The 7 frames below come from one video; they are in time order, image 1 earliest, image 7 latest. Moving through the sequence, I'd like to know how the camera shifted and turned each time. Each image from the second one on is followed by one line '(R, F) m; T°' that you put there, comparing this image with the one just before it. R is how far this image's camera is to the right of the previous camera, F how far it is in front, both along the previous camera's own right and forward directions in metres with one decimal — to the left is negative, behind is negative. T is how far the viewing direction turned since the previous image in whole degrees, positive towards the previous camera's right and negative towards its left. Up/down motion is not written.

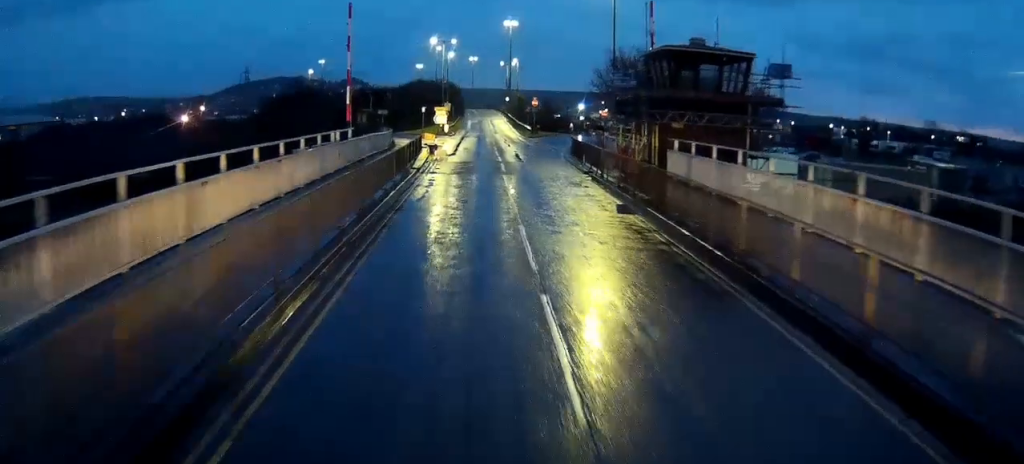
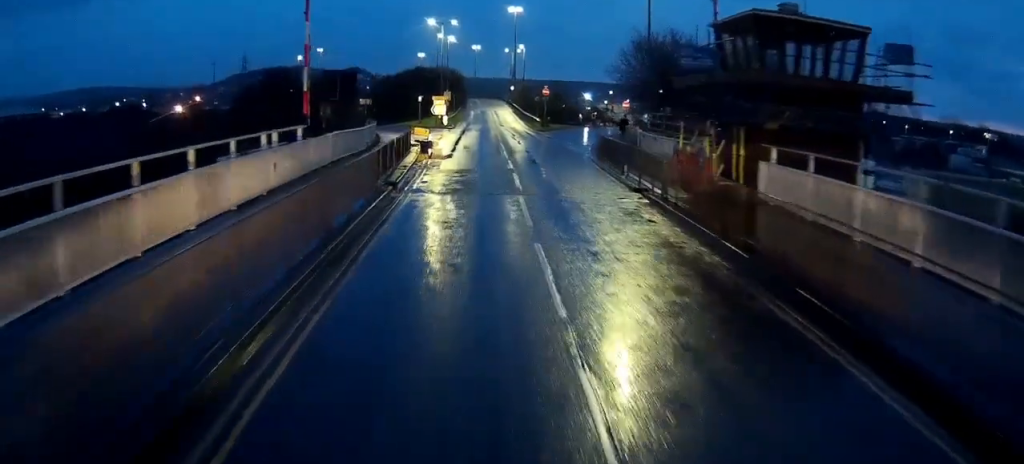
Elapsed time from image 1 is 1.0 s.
(+0.1, +9.4) m; 0°
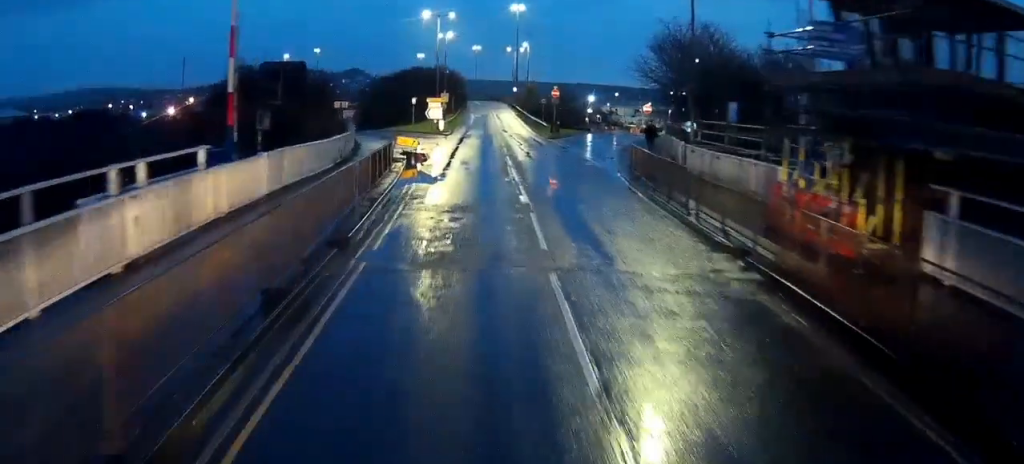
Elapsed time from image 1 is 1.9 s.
(0.0, +8.2) m; 0°
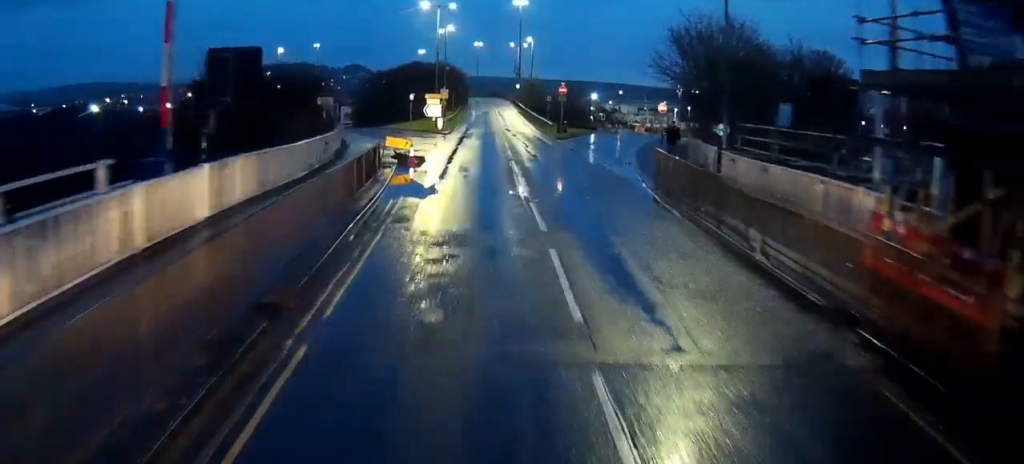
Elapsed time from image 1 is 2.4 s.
(0.0, +4.2) m; +1°
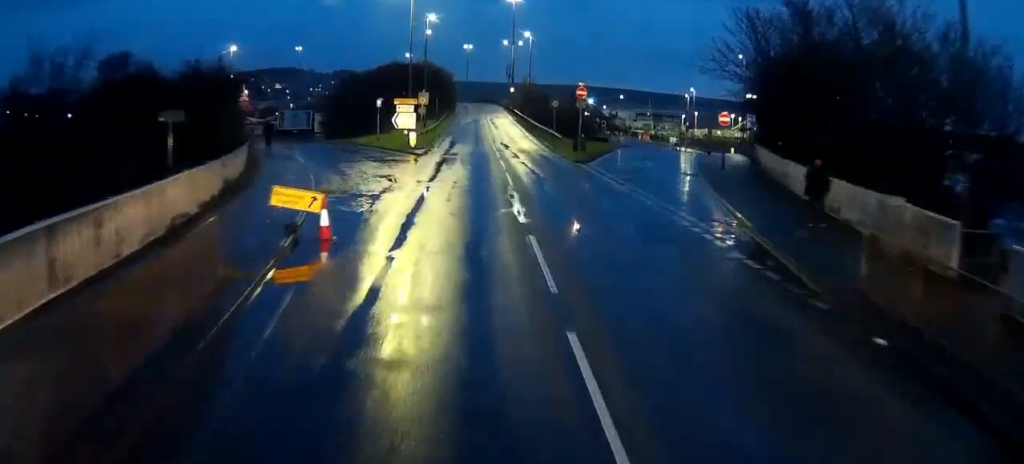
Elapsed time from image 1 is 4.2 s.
(+0.5, +15.6) m; +3°
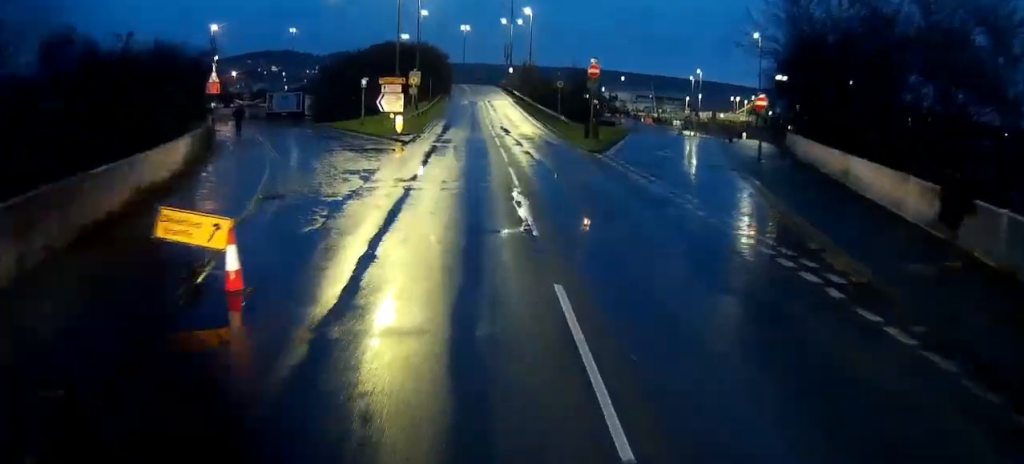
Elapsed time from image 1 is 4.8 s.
(0.0, +5.5) m; -1°
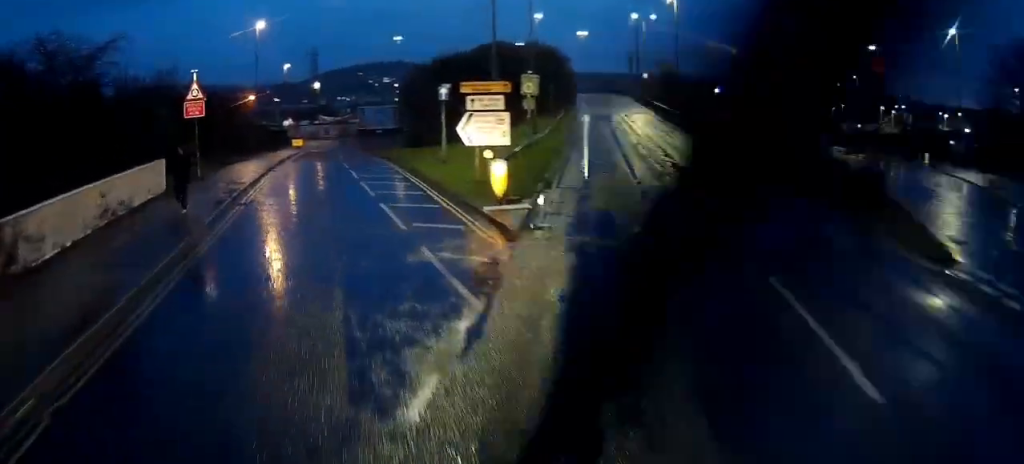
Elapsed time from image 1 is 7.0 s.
(-1.2, +18.9) m; -9°
